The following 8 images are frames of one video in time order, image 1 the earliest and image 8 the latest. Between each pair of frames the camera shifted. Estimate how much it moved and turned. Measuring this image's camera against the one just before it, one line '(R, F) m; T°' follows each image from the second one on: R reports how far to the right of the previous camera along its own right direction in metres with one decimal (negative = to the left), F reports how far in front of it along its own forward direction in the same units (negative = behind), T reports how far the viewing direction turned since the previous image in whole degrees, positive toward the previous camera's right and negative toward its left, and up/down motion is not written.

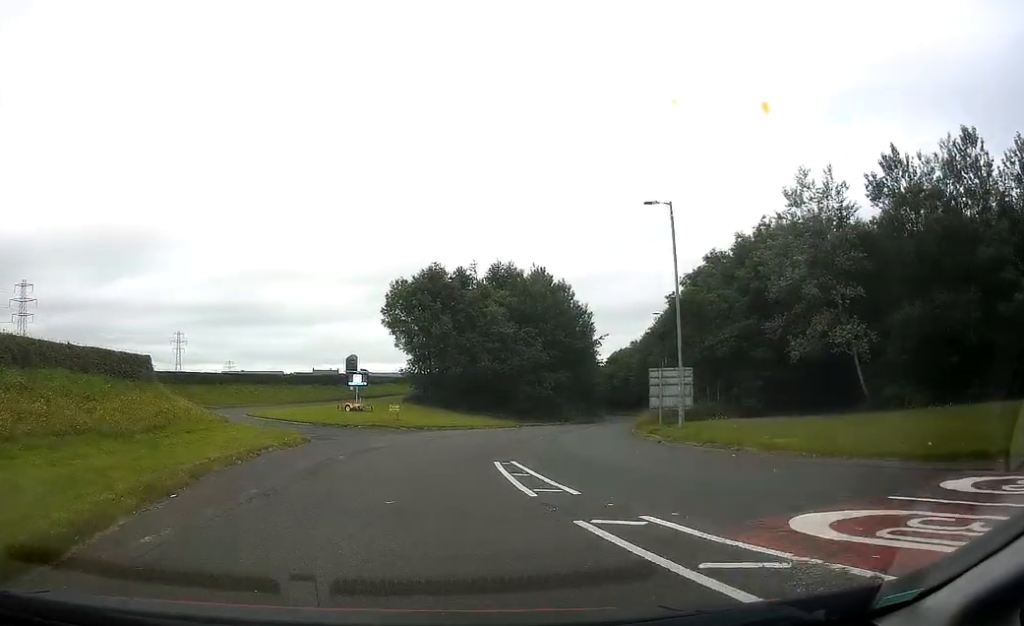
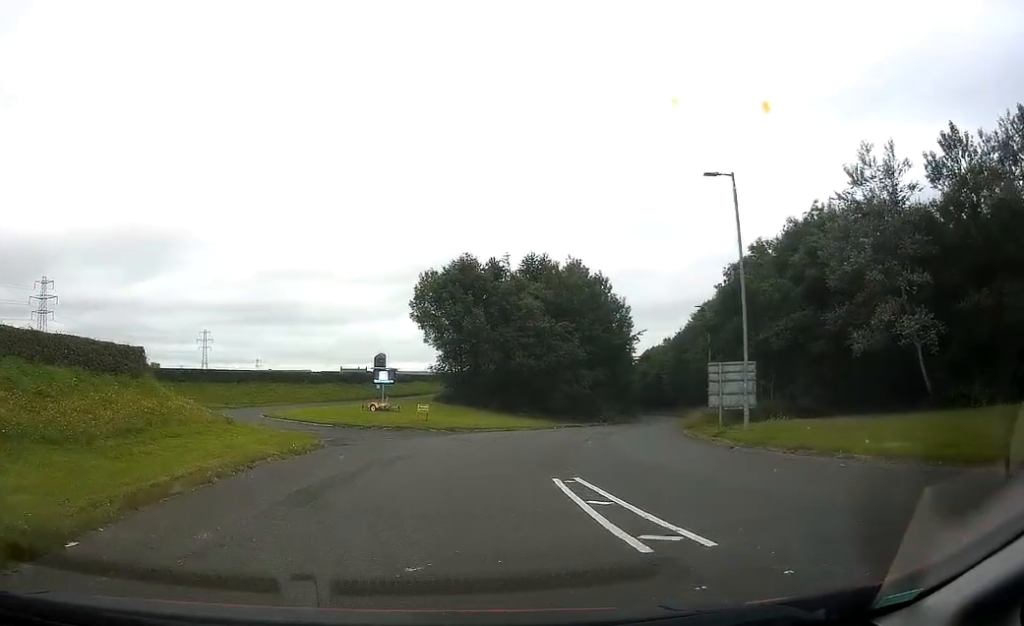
(-0.2, +3.8) m; -3°
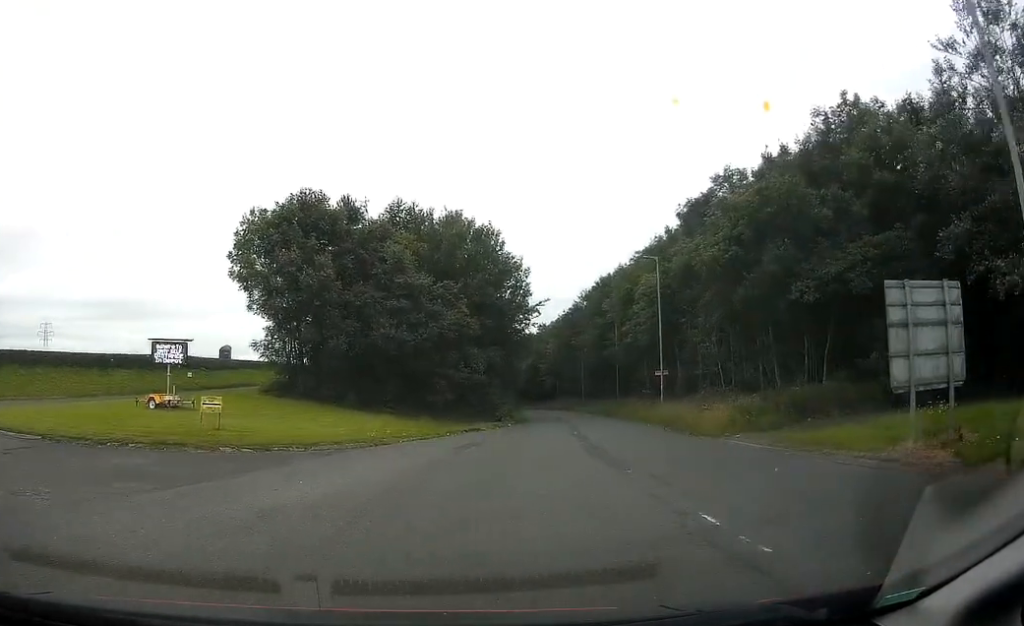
(+0.8, +19.4) m; +10°
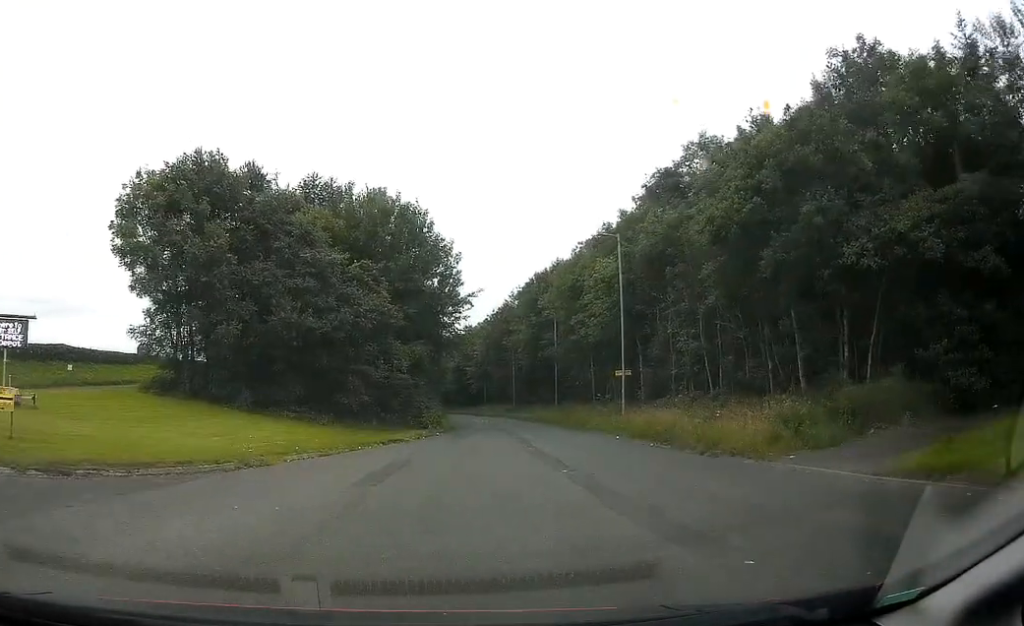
(+0.5, +7.5) m; +5°
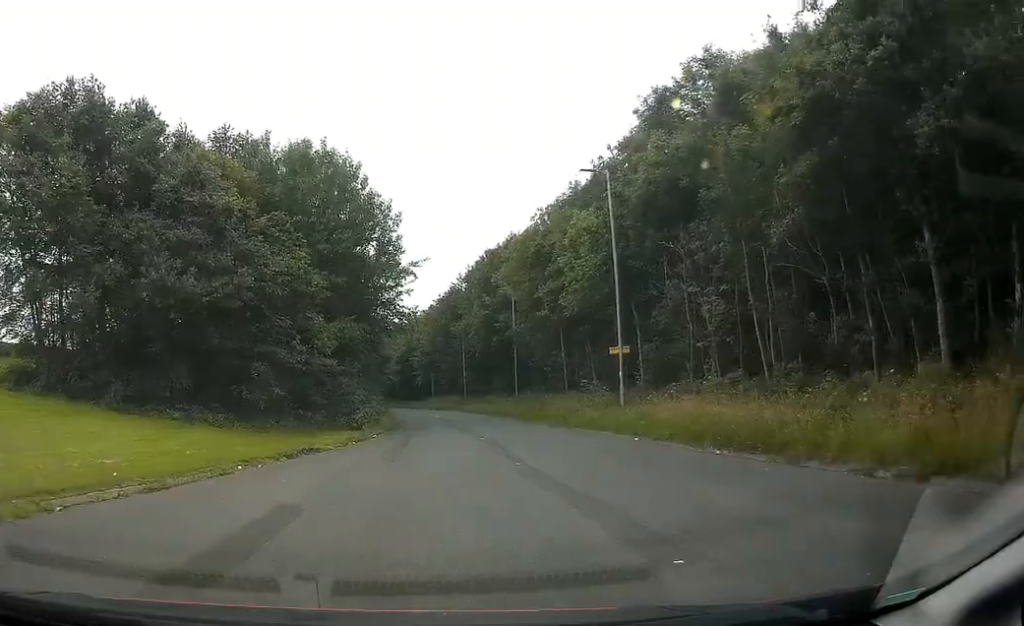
(+0.4, +9.0) m; +4°
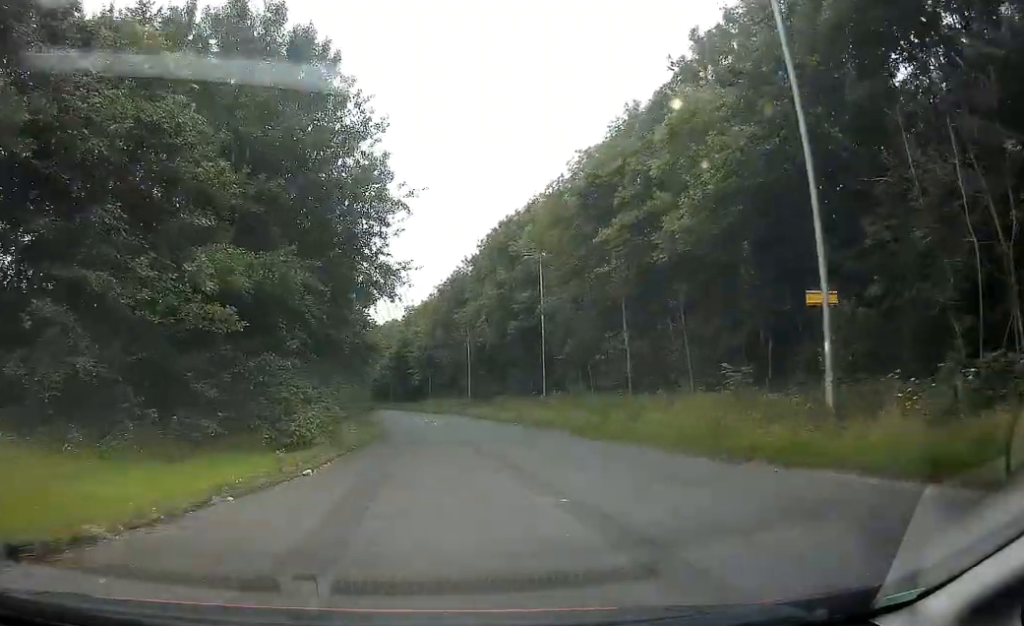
(+0.6, +14.6) m; +3°
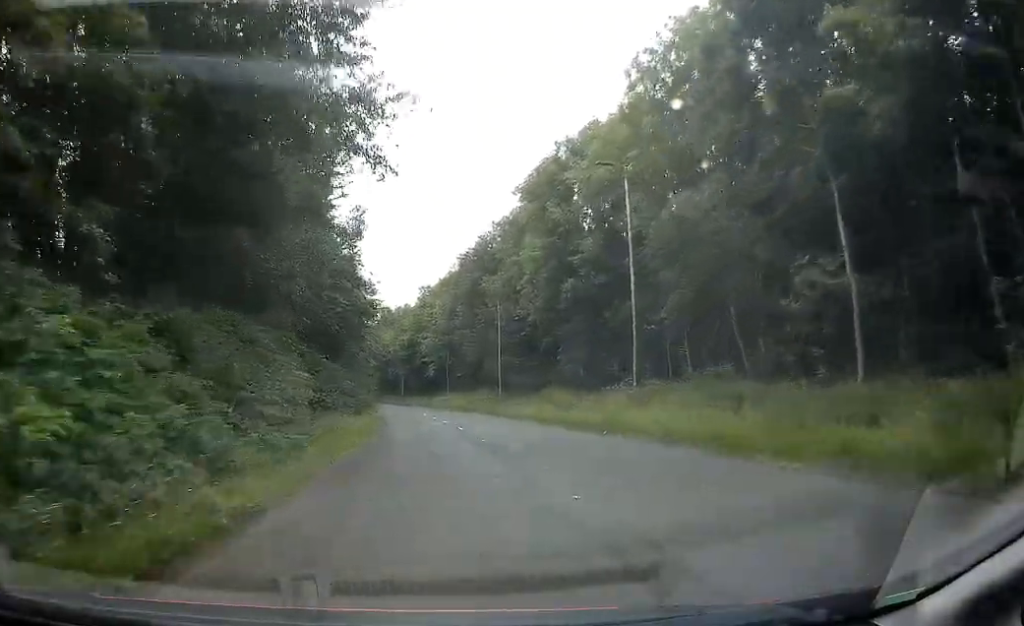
(+0.2, +16.4) m; 0°
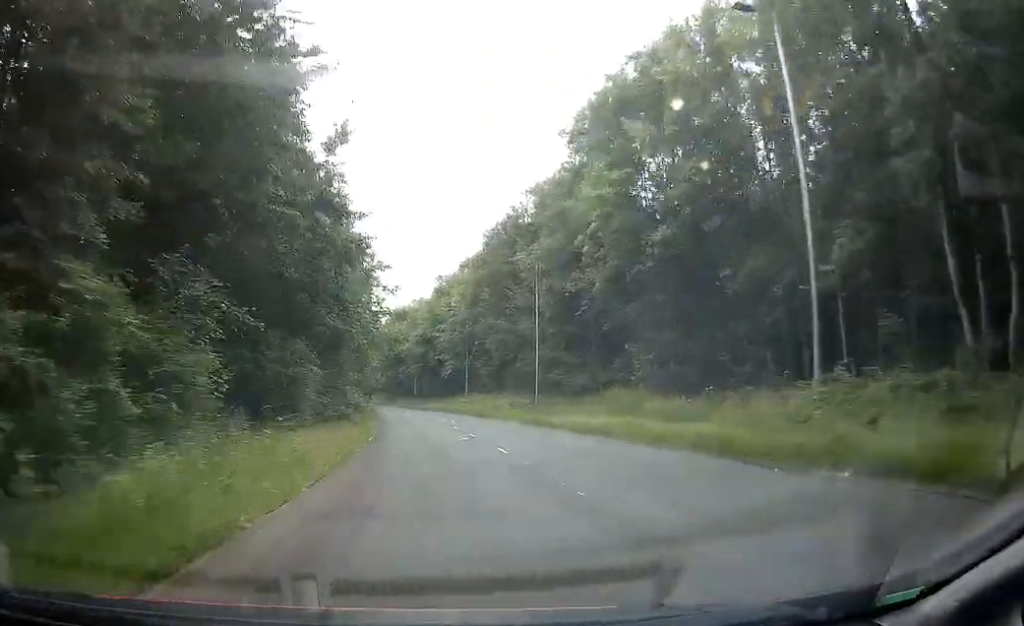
(-0.2, +12.5) m; -1°
